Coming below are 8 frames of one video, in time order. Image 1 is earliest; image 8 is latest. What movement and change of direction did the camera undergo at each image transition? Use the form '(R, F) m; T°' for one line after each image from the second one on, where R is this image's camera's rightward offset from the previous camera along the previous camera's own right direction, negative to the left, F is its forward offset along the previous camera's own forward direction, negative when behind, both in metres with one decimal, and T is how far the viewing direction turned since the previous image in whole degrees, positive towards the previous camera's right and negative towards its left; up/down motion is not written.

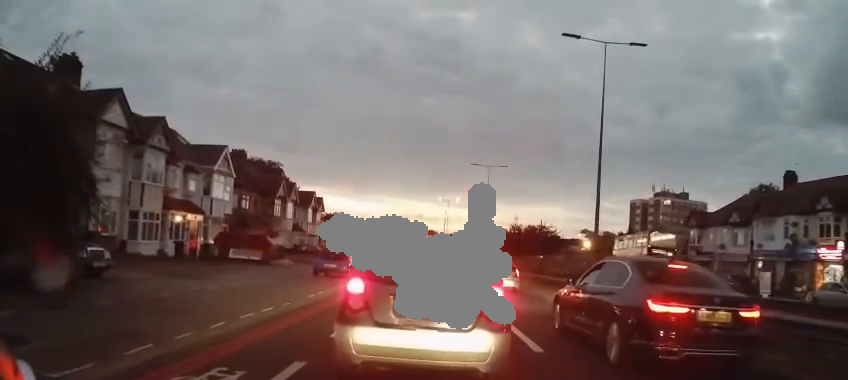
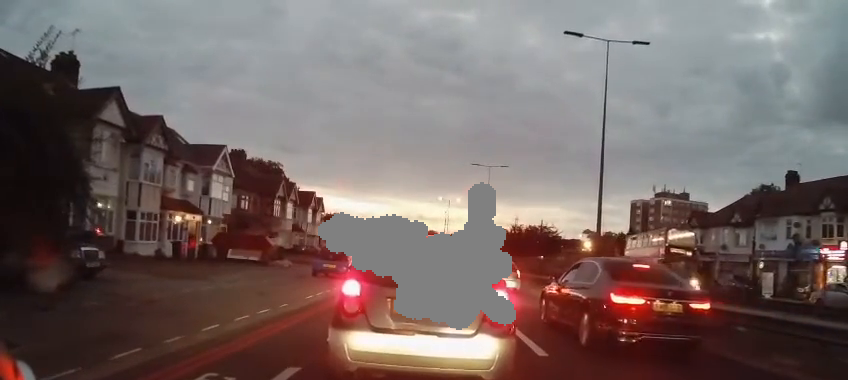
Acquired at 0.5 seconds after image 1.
(0.0, +0.4) m; 0°
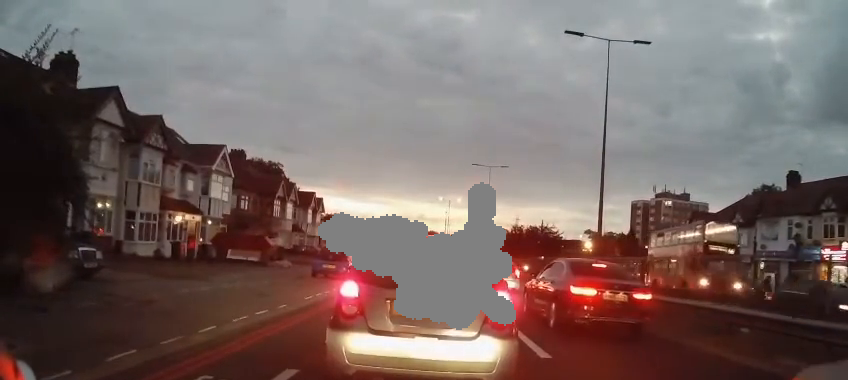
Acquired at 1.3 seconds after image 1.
(+0.1, +0.2) m; 0°
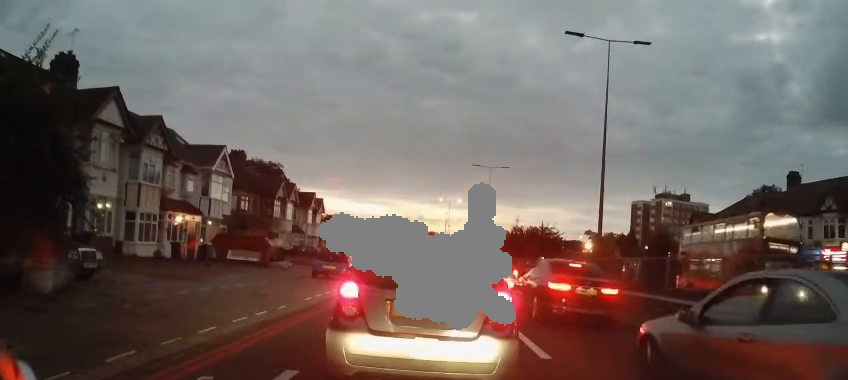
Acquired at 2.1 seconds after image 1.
(0.0, +0.1) m; 0°
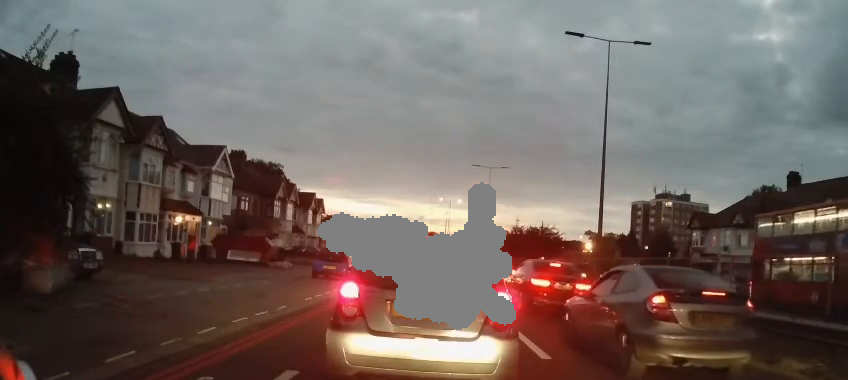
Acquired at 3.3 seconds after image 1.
(0.0, 0.0) m; 0°
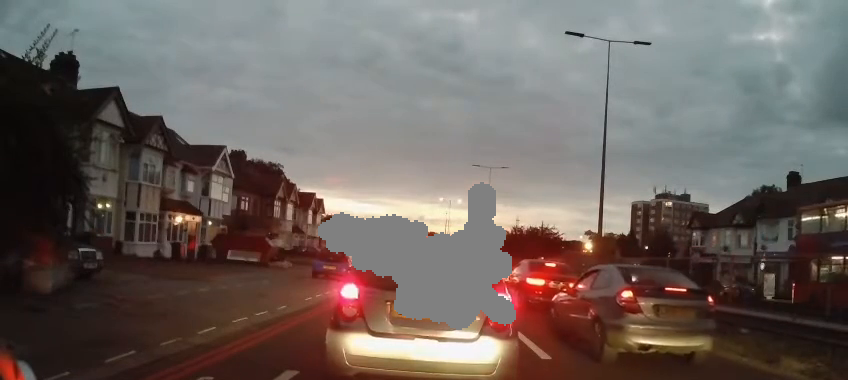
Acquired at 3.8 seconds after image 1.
(0.0, 0.0) m; 0°
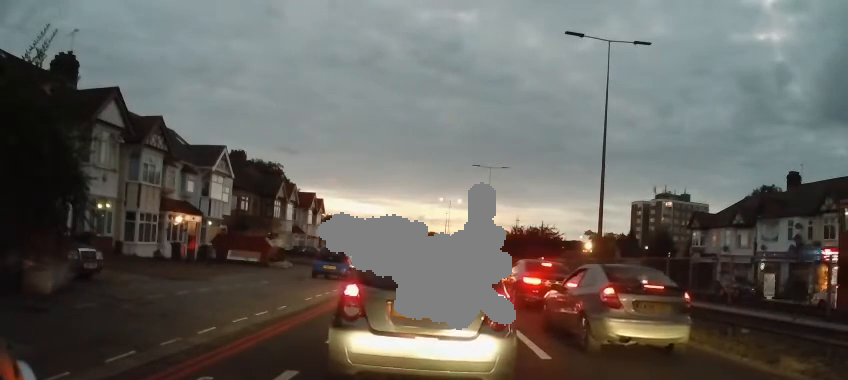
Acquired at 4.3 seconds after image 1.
(0.0, 0.0) m; 0°
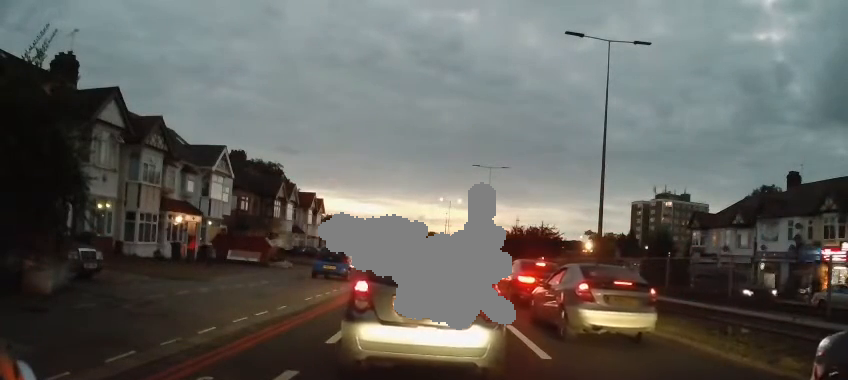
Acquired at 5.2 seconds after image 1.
(0.0, 0.0) m; 0°
